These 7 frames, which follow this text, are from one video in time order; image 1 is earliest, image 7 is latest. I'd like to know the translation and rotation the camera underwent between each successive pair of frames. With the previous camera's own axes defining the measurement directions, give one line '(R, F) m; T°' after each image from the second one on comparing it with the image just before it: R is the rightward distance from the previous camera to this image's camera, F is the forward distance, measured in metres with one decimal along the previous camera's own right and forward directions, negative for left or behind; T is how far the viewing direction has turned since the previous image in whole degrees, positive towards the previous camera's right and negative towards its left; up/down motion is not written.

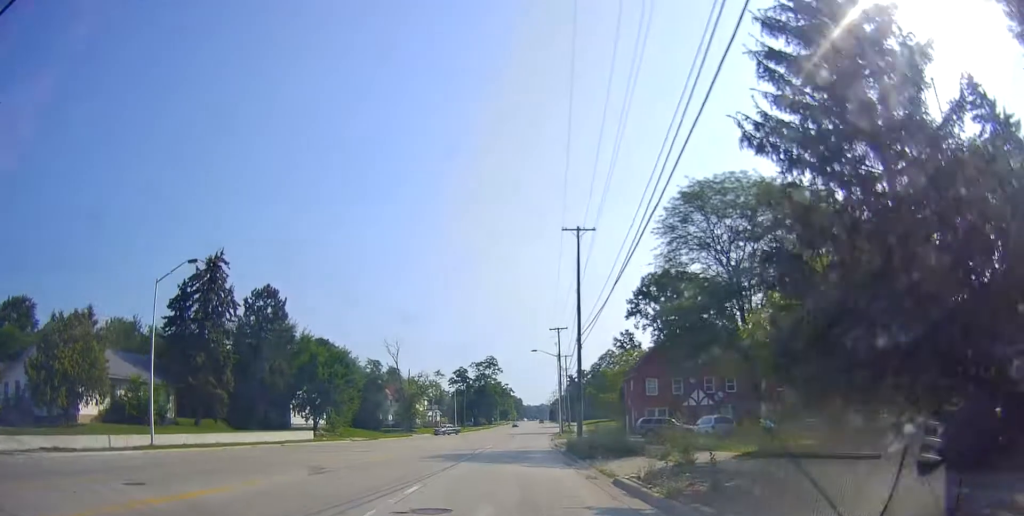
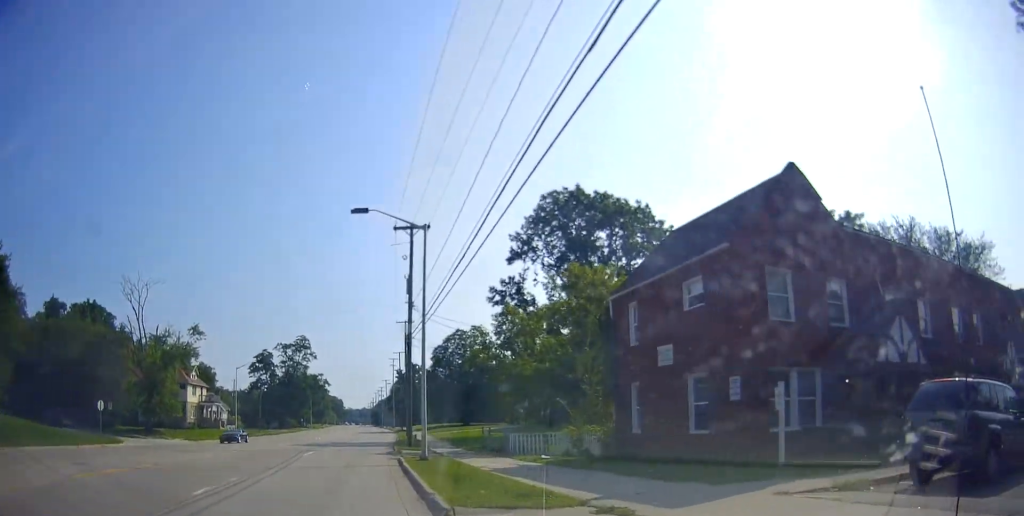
(+1.6, +46.5) m; +15°
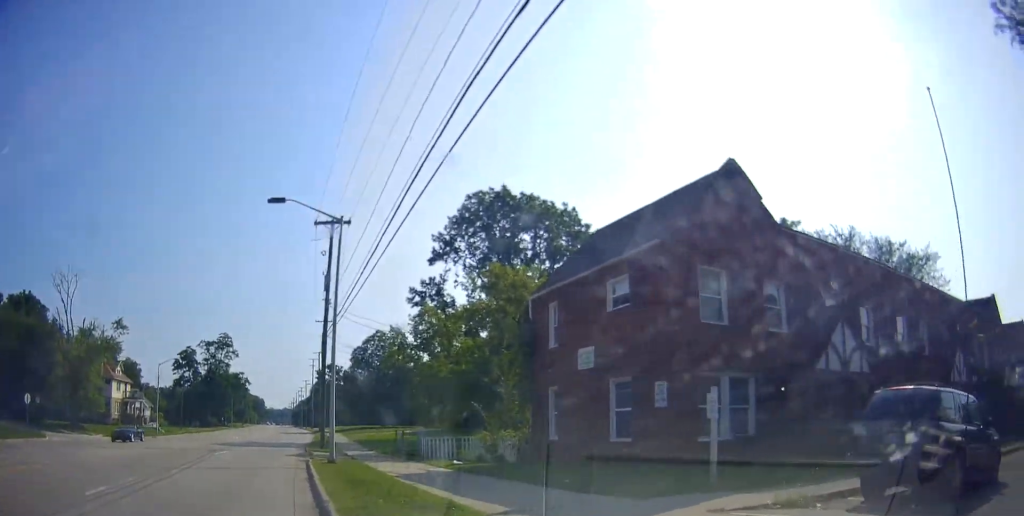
(+0.1, +1.6) m; +8°
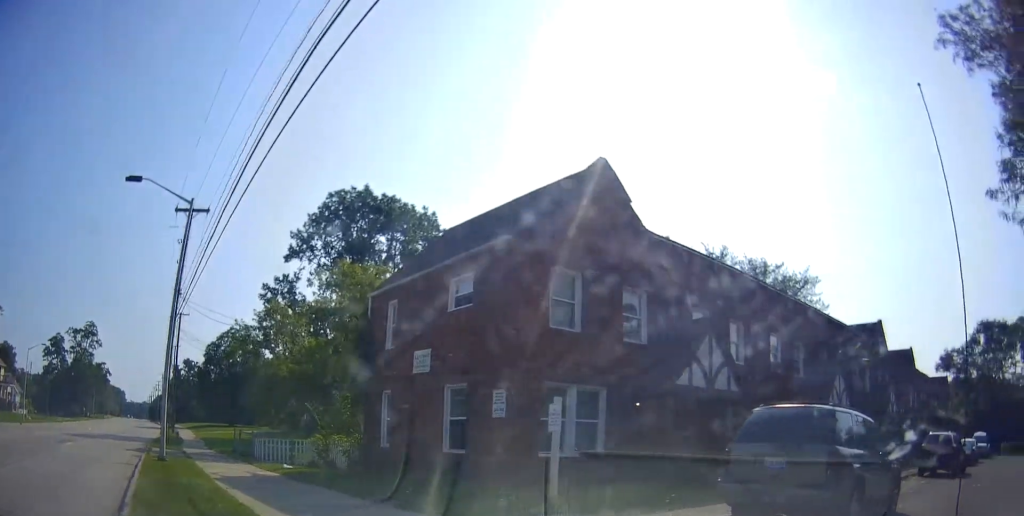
(+0.3, +1.8) m; +20°
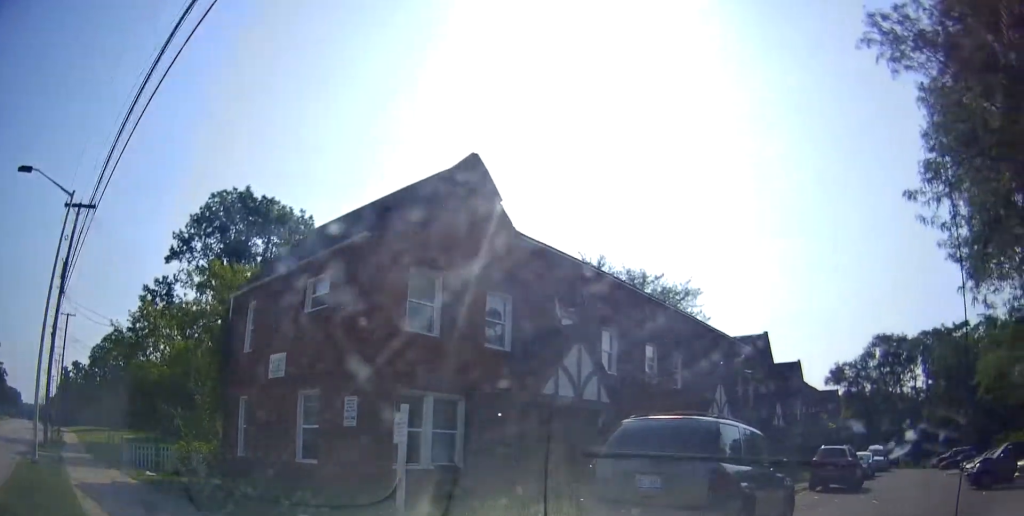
(+0.2, +0.9) m; +17°
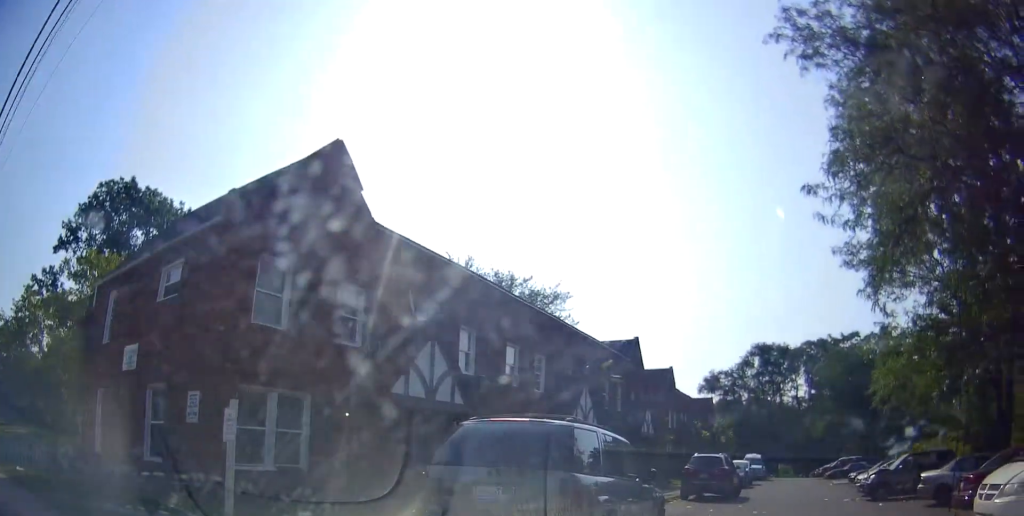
(+0.2, +0.9) m; +19°
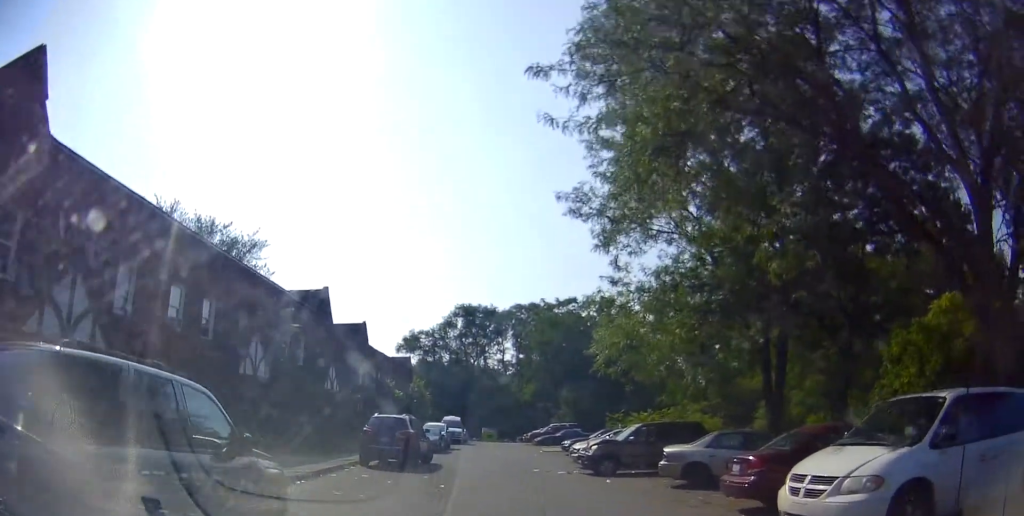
(+0.8, +2.7) m; +32°
